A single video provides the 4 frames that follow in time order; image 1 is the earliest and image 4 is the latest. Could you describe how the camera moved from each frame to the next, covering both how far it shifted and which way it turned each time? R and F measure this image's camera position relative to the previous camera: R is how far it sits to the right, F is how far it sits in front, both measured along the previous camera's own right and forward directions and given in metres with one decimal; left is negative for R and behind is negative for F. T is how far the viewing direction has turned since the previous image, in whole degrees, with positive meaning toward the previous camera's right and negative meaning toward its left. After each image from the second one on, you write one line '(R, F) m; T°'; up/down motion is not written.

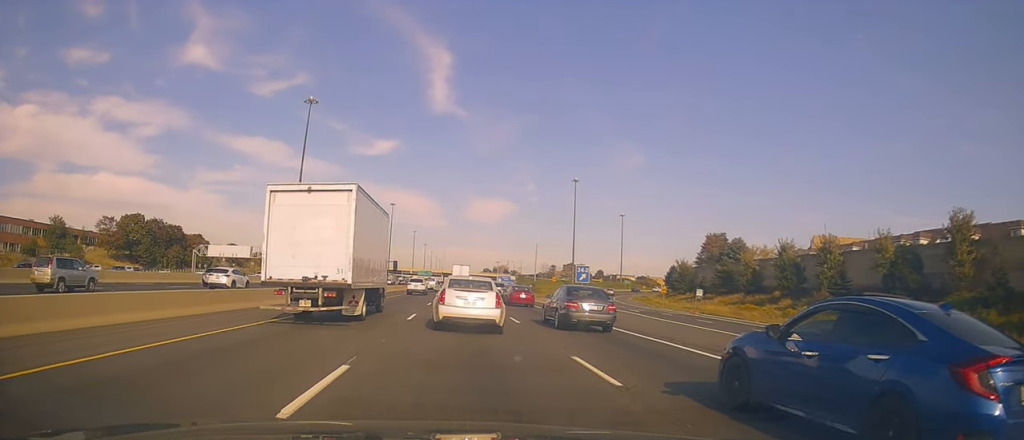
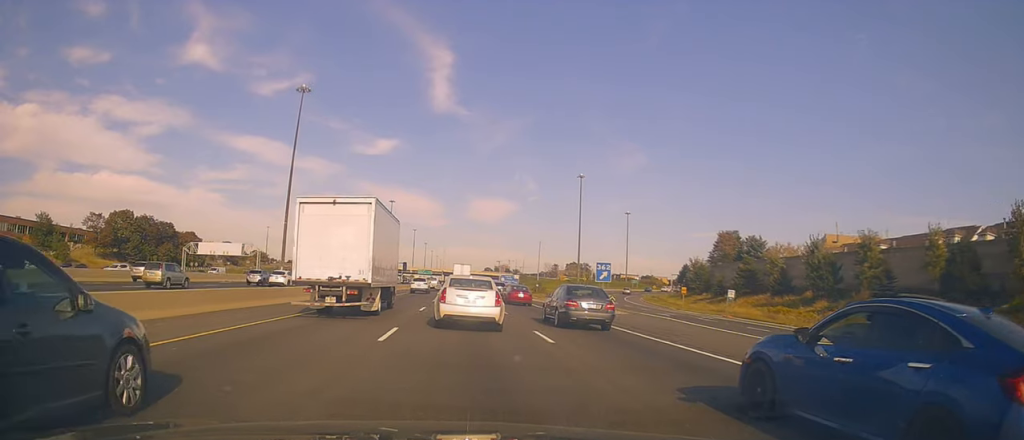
(+0.6, +6.7) m; +3°
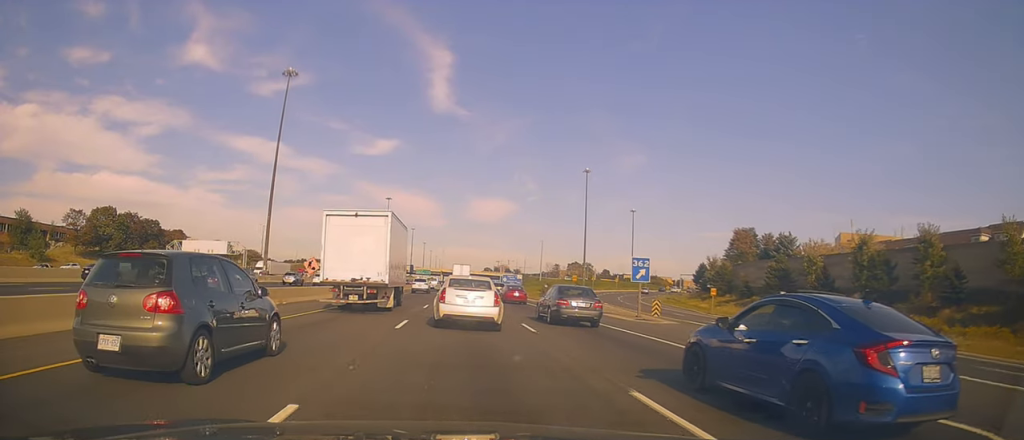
(-0.5, +9.0) m; -3°
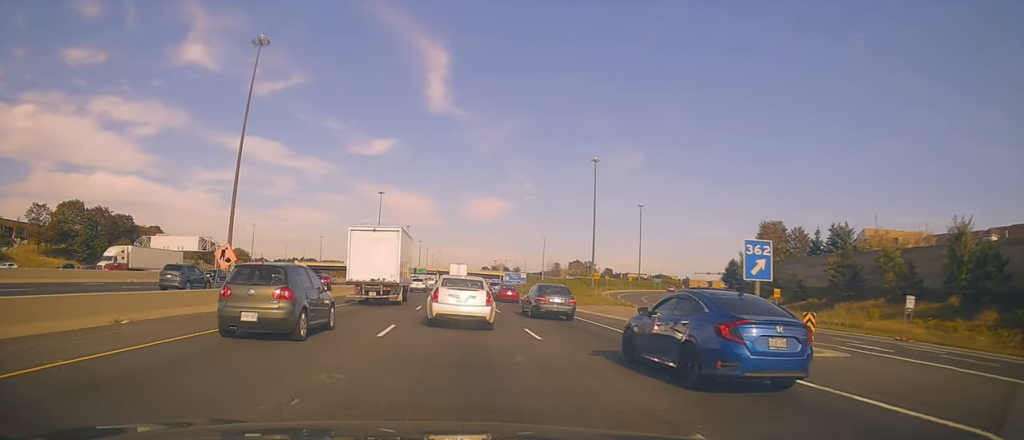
(+0.2, +14.6) m; -1°
